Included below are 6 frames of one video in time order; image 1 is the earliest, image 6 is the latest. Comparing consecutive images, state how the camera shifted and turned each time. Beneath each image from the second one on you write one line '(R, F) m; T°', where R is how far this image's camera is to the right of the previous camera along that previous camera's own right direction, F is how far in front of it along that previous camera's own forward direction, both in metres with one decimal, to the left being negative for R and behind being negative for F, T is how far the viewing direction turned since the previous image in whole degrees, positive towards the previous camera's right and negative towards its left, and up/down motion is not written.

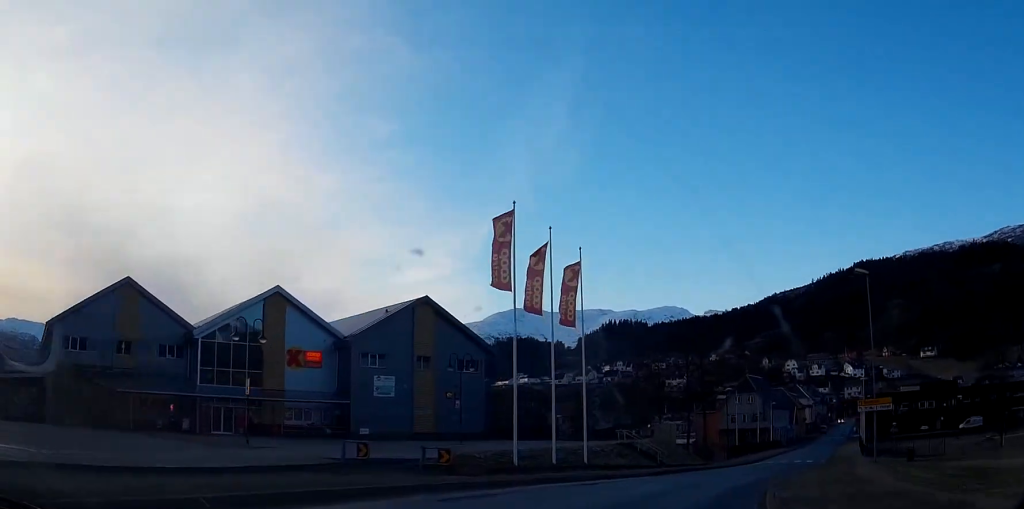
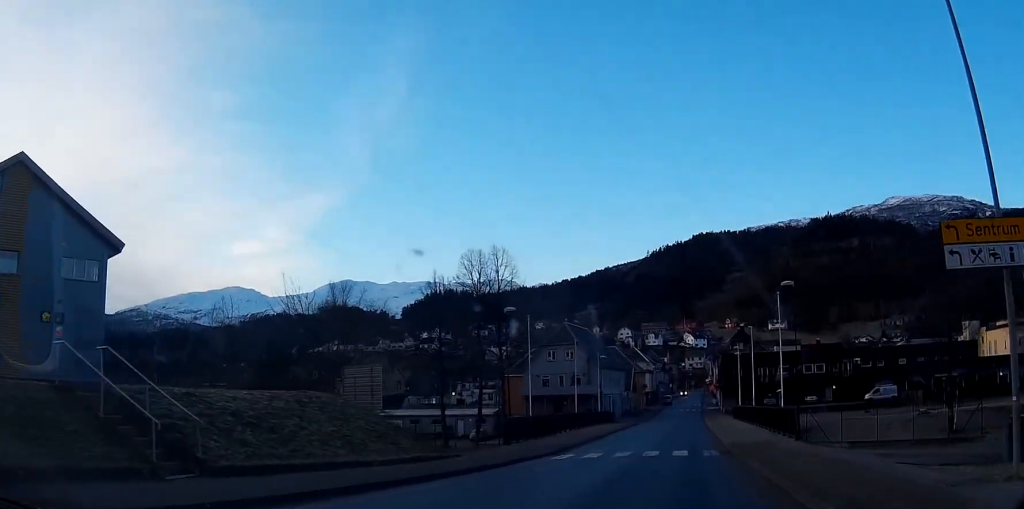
(+3.8, +33.5) m; +10°
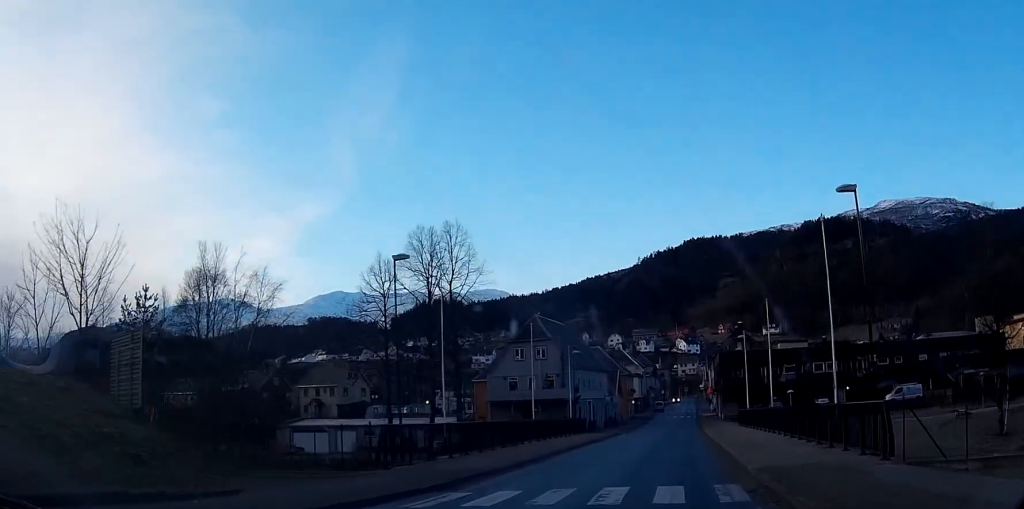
(+0.2, +14.0) m; +1°
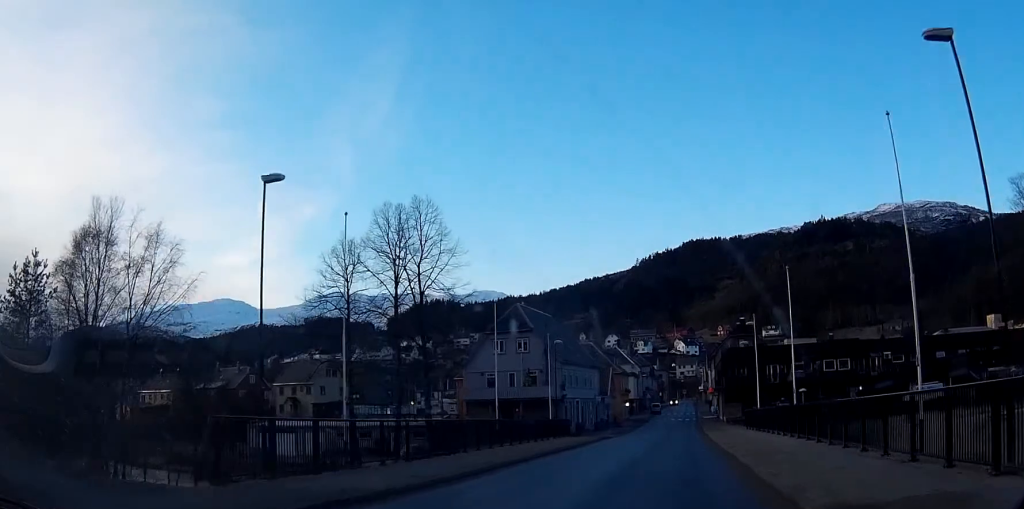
(0.0, +8.2) m; 0°
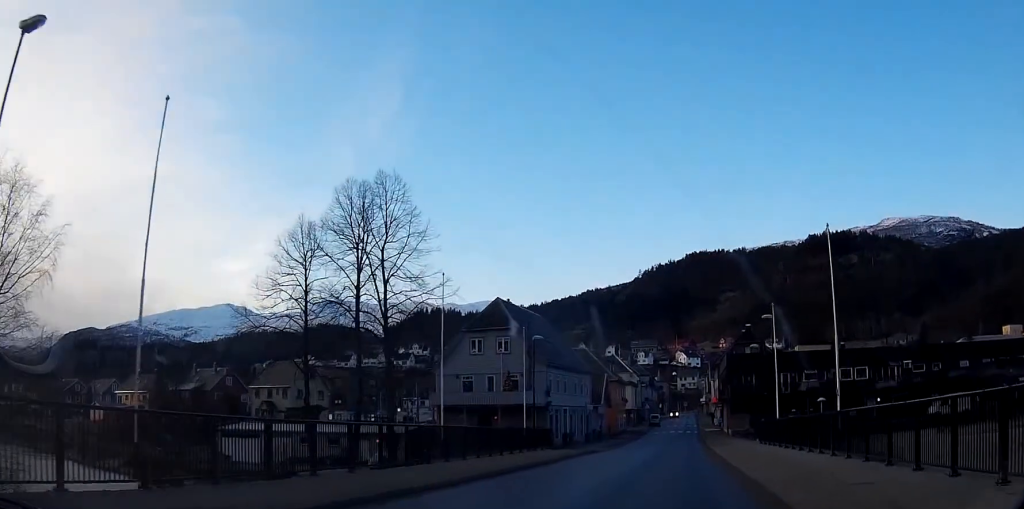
(-0.1, +8.3) m; 0°
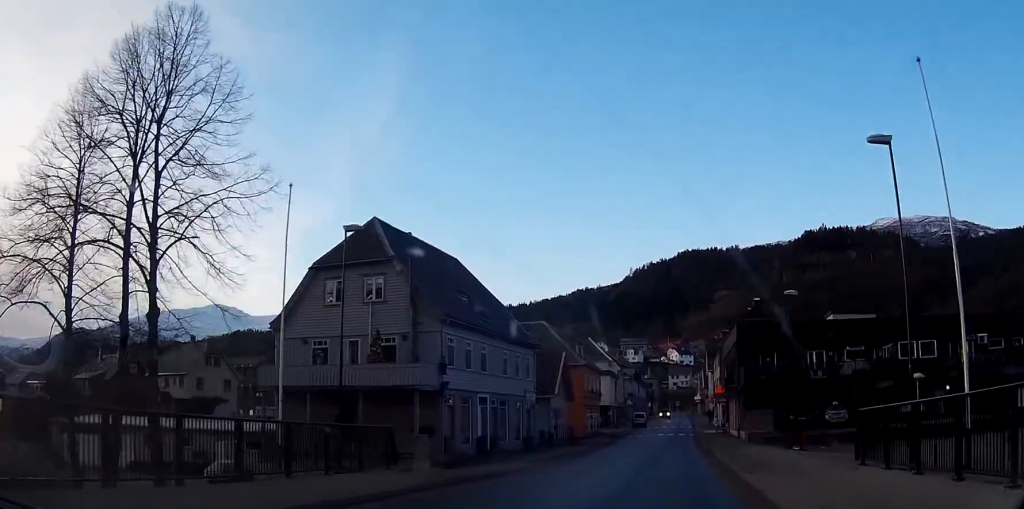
(+0.4, +25.2) m; +2°
